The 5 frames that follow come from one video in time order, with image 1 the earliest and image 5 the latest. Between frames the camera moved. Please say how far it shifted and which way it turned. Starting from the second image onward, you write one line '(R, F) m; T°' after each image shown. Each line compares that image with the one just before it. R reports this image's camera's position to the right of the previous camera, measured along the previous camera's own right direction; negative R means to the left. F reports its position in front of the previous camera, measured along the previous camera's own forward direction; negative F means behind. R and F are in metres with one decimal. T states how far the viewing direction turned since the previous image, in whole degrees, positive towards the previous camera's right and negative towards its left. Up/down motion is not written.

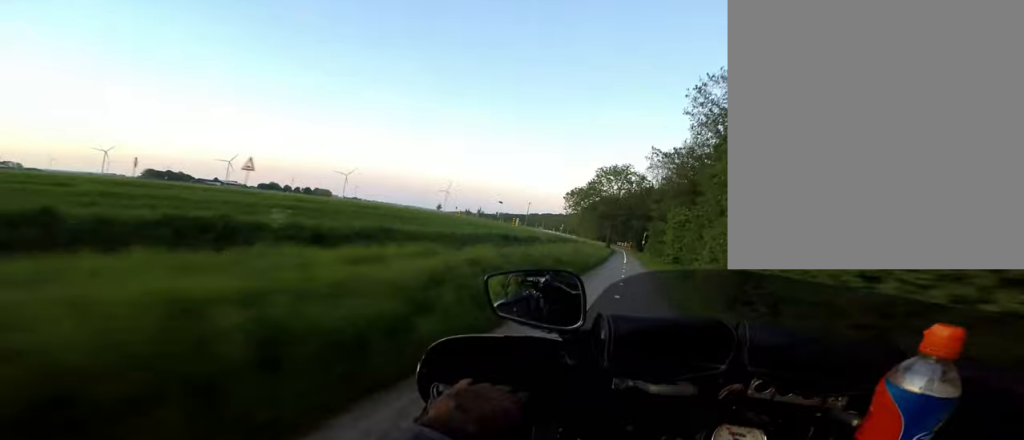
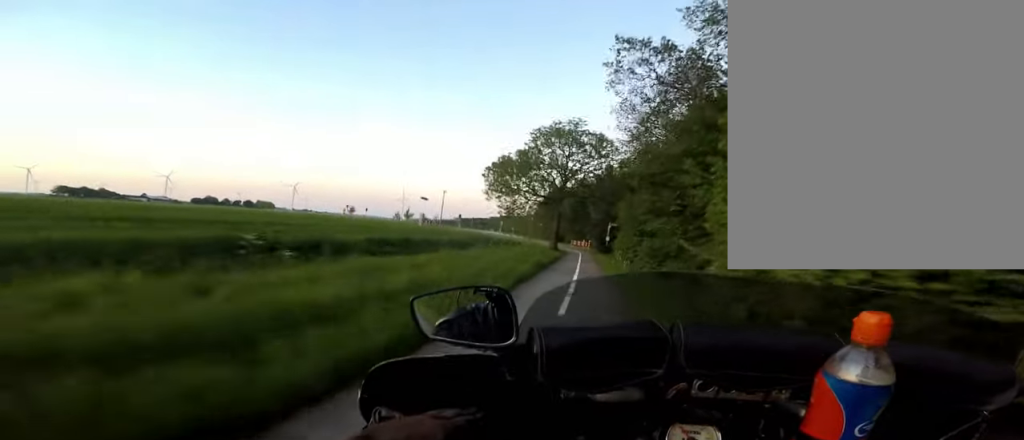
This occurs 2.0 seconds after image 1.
(+0.9, +19.4) m; +9°
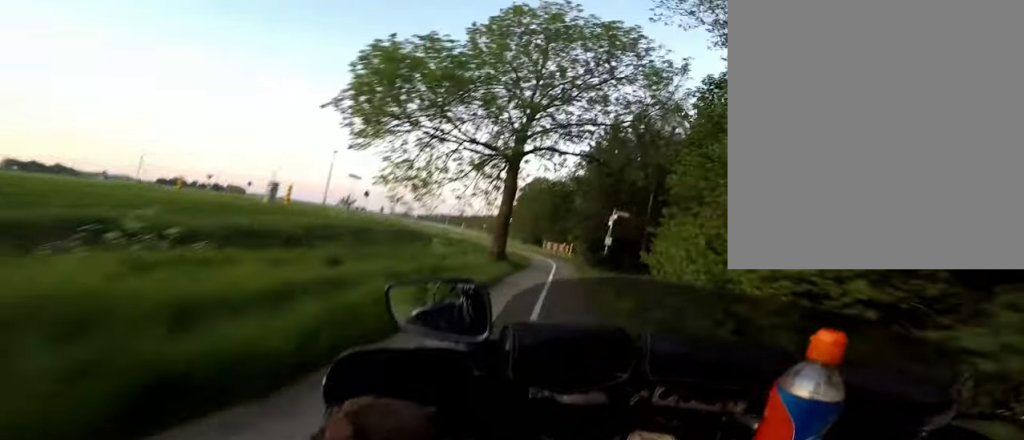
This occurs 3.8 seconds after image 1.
(0.0, +15.9) m; 0°
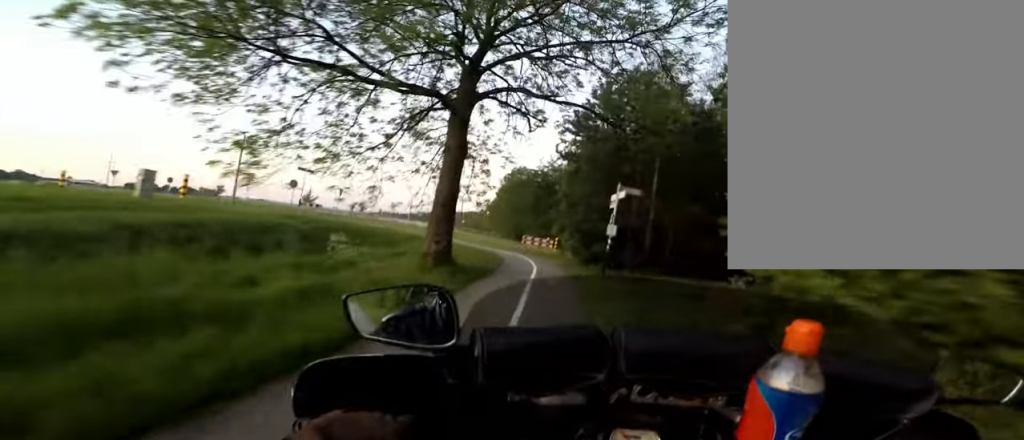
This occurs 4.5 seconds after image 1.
(0.0, +5.1) m; 0°
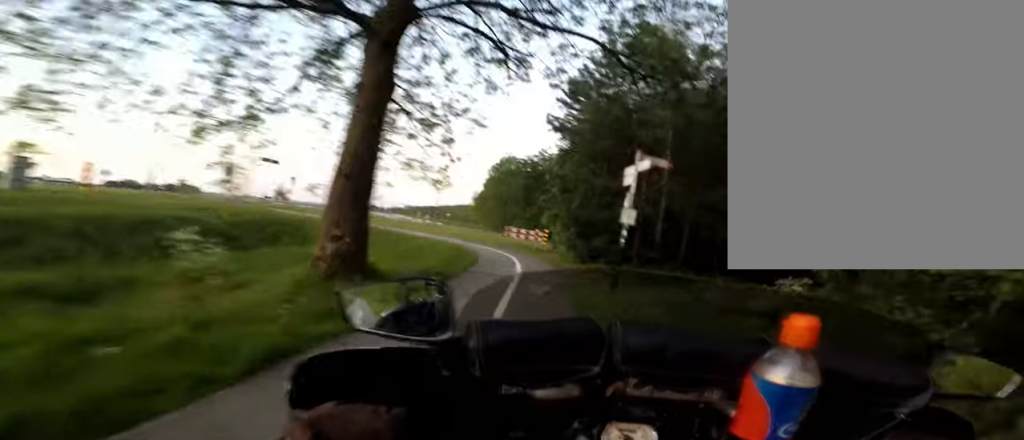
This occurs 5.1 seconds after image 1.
(0.0, +3.6) m; -4°
